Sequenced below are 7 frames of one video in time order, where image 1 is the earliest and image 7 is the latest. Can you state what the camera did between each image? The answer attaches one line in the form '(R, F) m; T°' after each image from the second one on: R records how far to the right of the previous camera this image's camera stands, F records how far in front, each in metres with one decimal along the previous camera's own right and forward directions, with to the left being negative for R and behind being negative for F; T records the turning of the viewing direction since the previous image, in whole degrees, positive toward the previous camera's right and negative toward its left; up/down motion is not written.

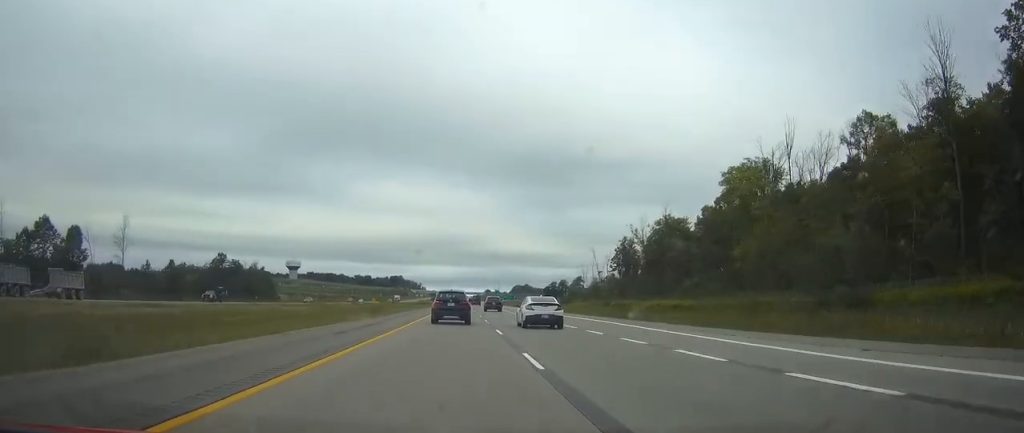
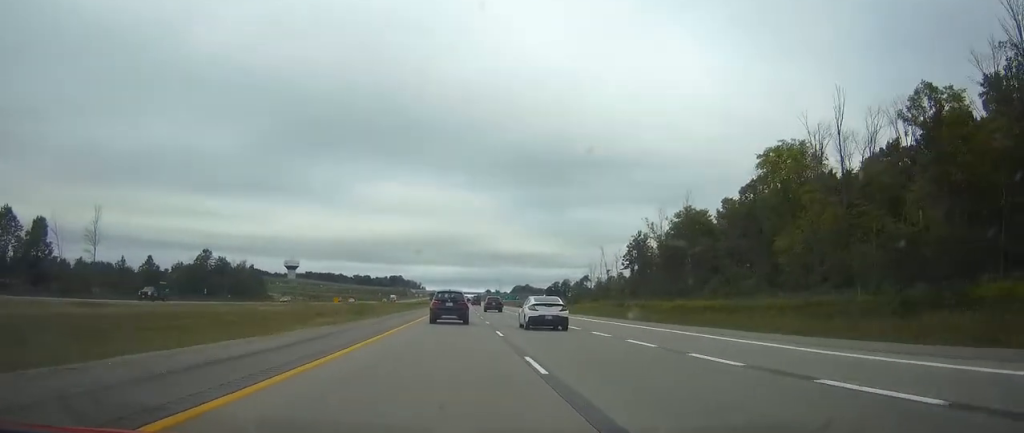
(0.0, +13.2) m; 0°
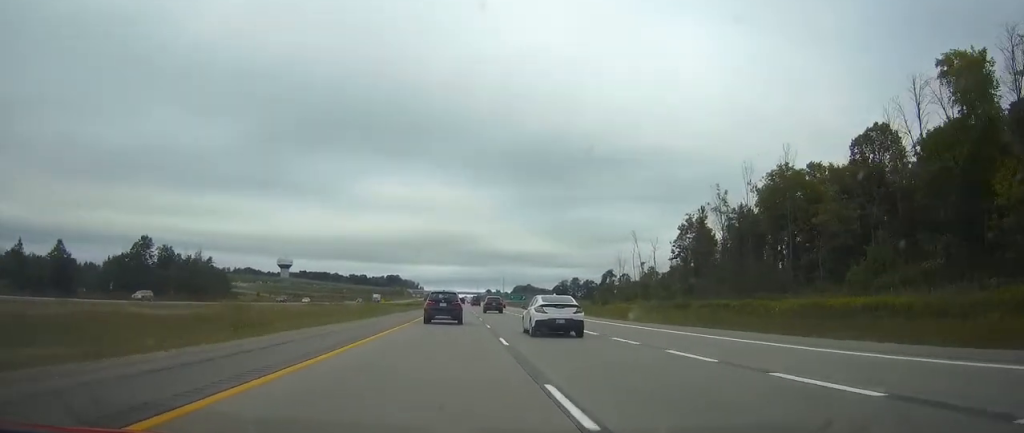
(-0.1, +41.0) m; 0°
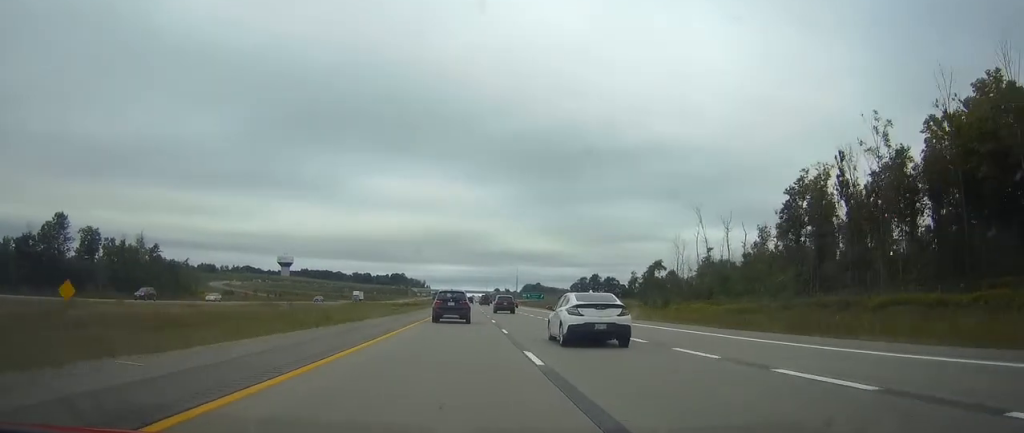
(-0.1, +42.2) m; 0°
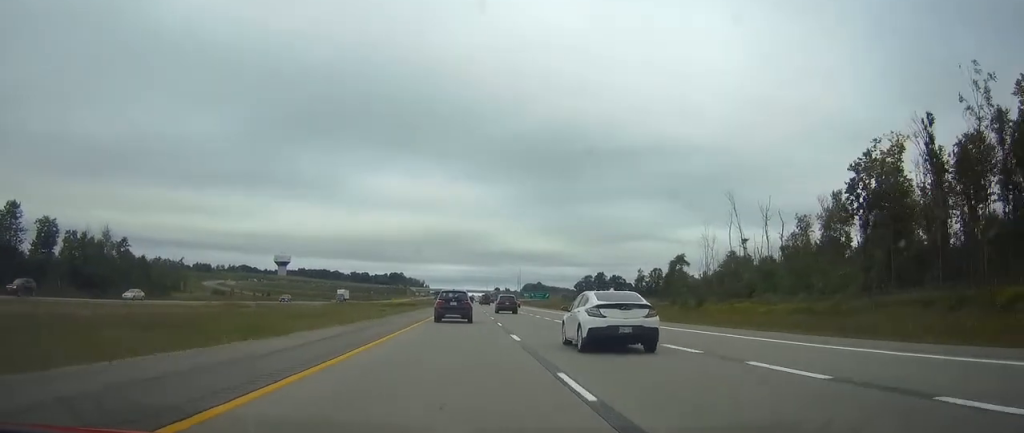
(0.0, +16.7) m; 0°
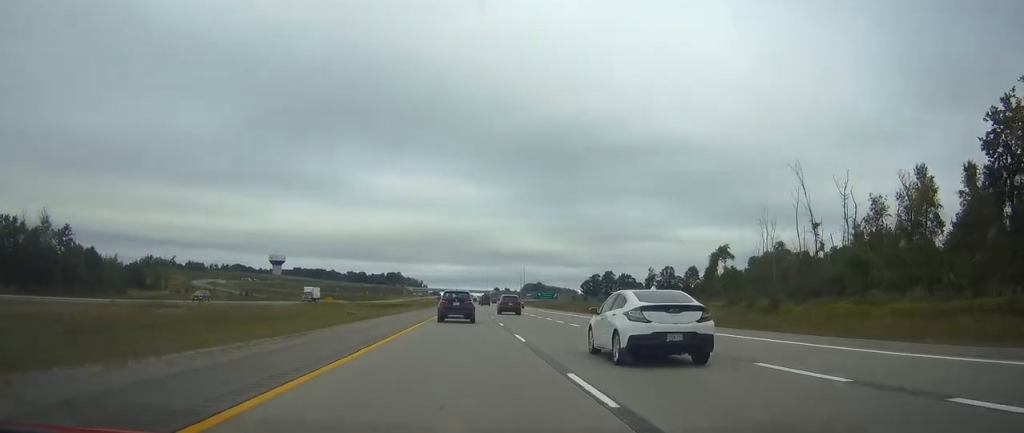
(0.0, +24.5) m; 0°
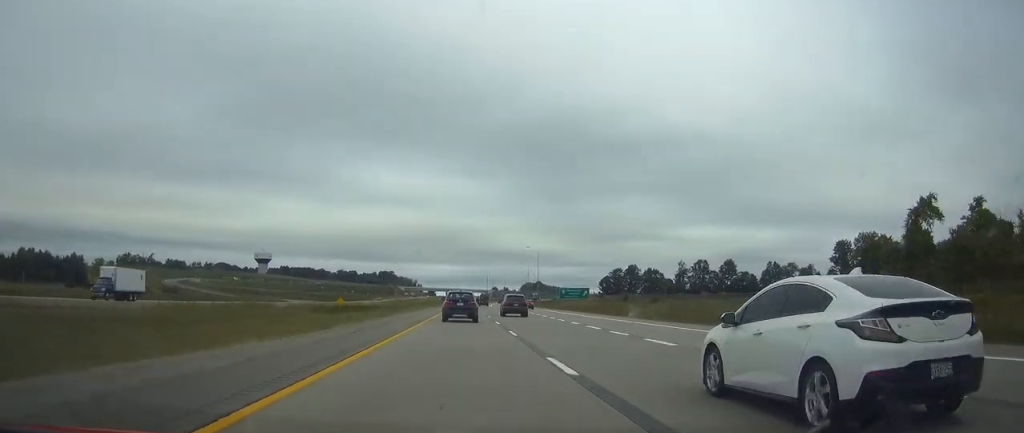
(+0.3, +57.8) m; 0°
